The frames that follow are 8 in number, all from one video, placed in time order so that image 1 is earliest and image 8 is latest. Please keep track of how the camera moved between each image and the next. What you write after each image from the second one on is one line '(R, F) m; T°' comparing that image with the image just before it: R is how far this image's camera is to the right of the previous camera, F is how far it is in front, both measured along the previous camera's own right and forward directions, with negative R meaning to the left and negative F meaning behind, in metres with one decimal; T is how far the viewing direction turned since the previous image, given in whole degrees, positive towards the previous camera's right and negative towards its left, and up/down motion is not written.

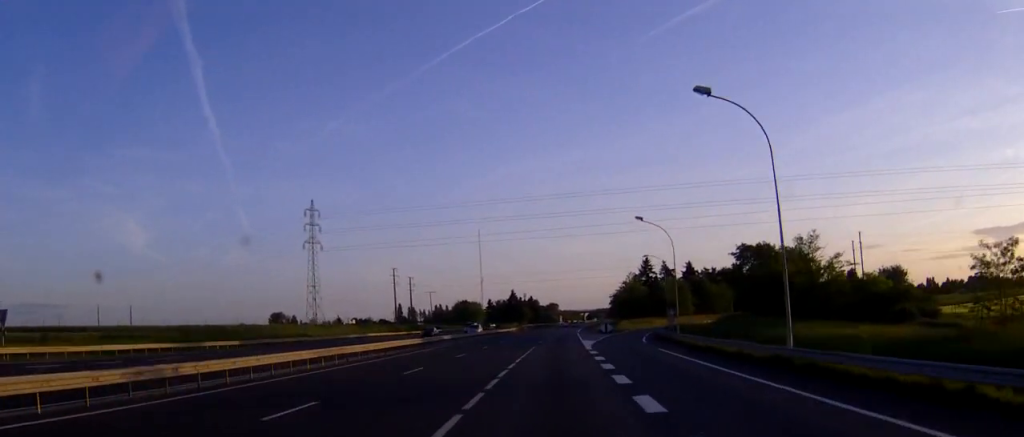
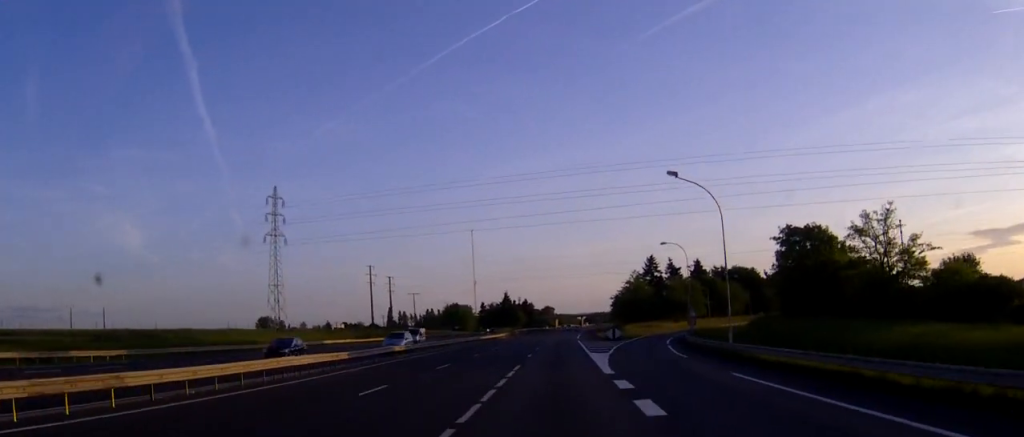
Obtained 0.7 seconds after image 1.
(+0.1, +18.8) m; 0°
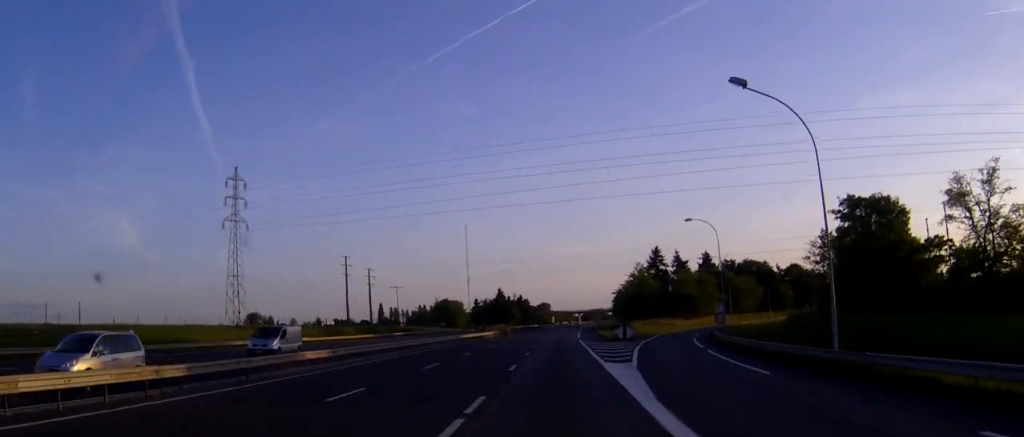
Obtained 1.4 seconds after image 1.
(+0.1, +16.2) m; 0°
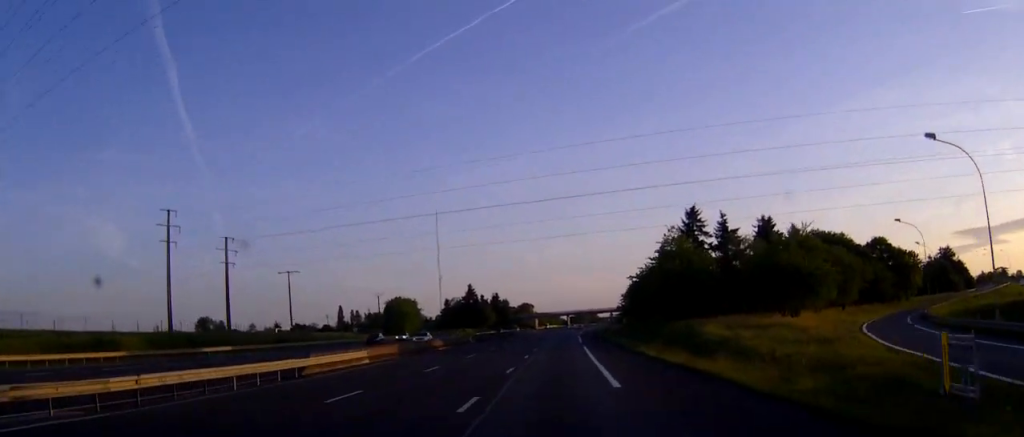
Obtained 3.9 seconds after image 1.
(+0.8, +63.8) m; +1°
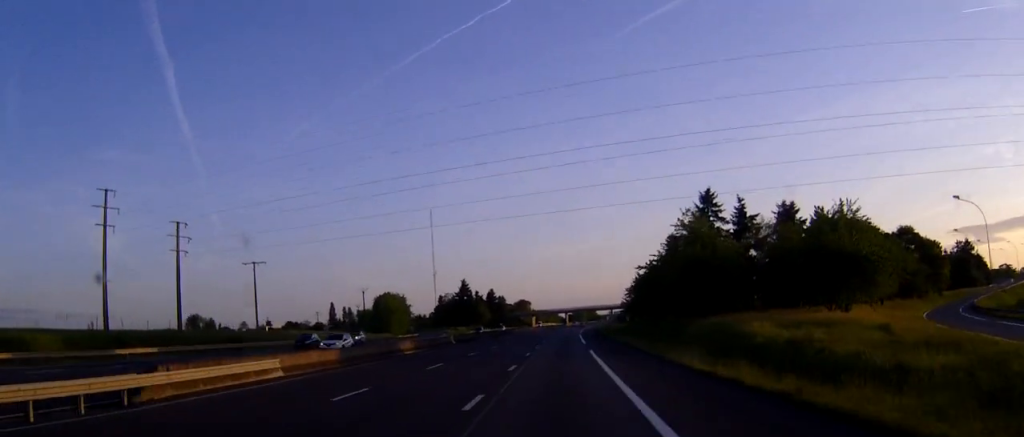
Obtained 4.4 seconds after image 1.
(0.0, +12.8) m; 0°
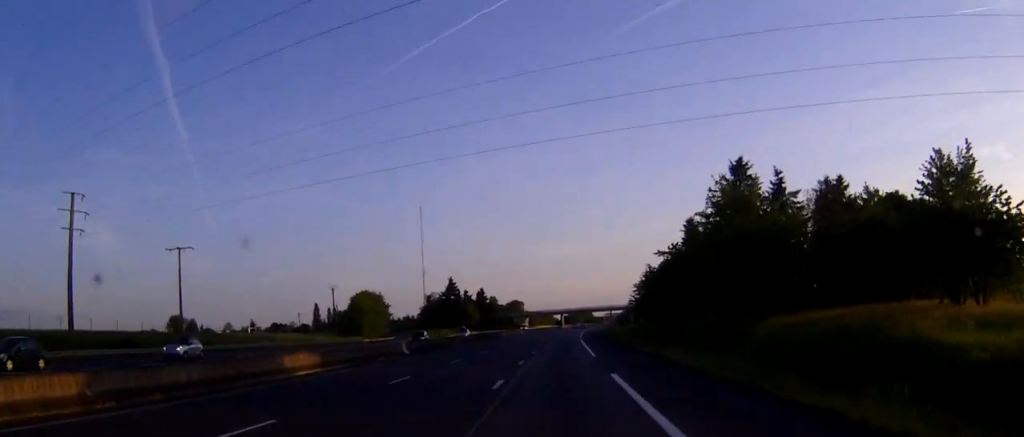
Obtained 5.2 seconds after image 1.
(+0.1, +20.5) m; 0°
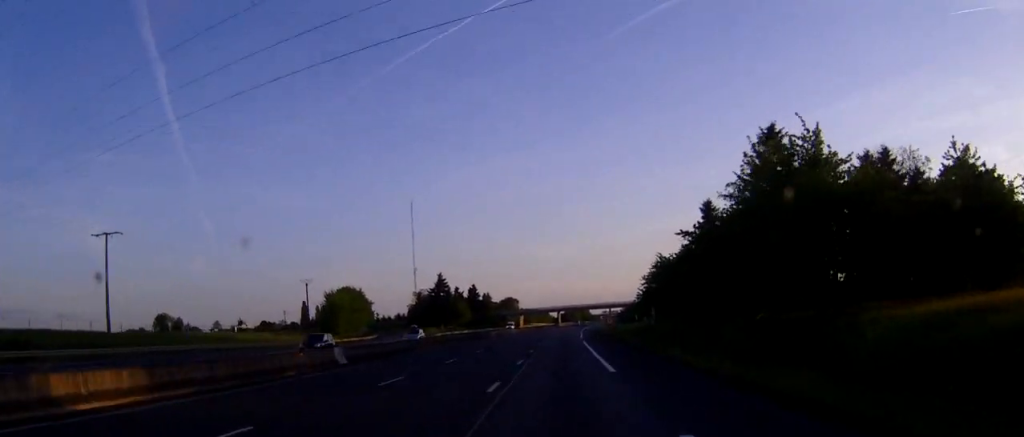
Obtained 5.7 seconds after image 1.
(+0.1, +14.4) m; 0°
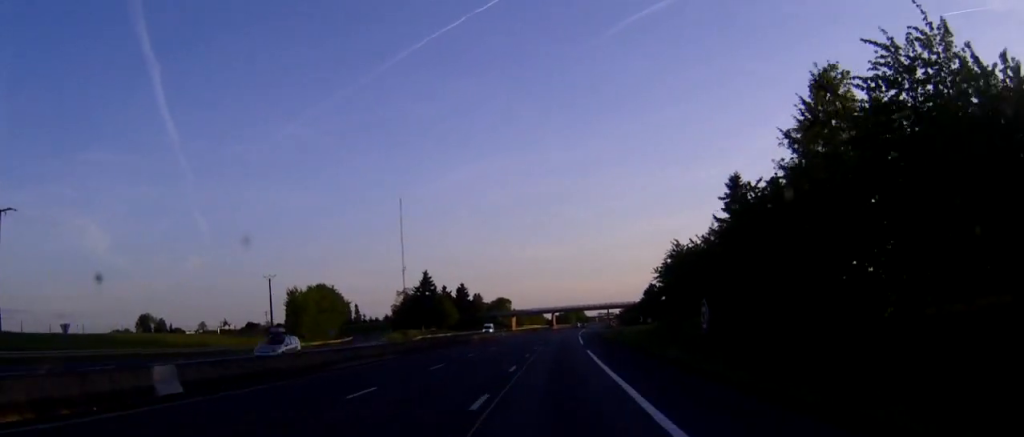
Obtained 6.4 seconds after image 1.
(0.0, +16.2) m; 0°
